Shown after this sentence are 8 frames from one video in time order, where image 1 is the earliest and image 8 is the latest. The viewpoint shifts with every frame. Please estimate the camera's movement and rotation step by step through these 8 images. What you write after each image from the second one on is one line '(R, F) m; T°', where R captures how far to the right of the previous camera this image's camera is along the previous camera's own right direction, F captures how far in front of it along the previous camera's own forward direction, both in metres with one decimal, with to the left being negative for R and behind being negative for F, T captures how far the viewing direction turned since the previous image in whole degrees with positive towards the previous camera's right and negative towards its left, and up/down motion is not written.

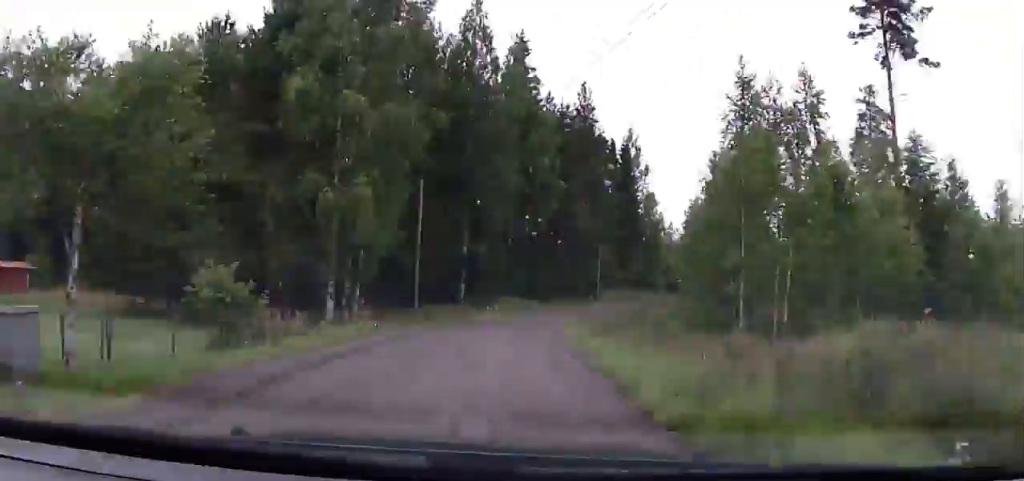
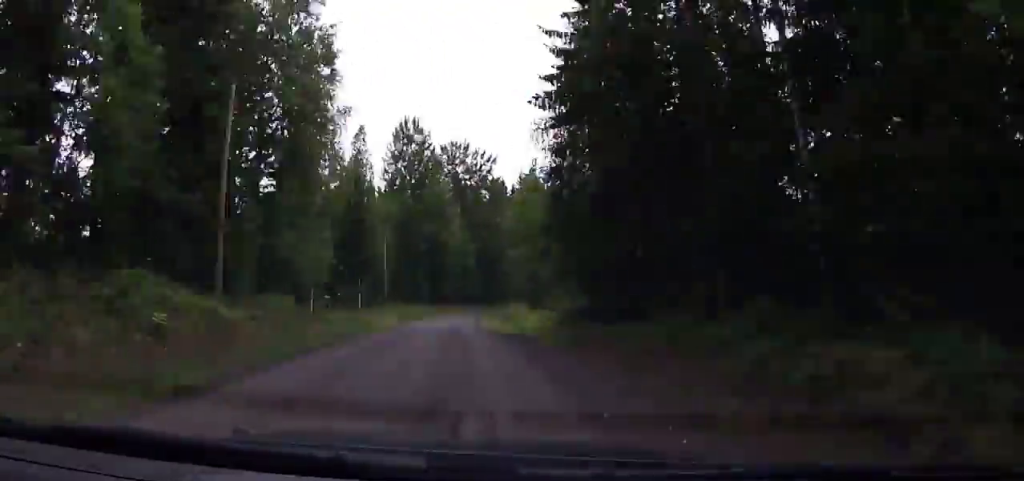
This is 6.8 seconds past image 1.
(+3.1, +96.5) m; +11°
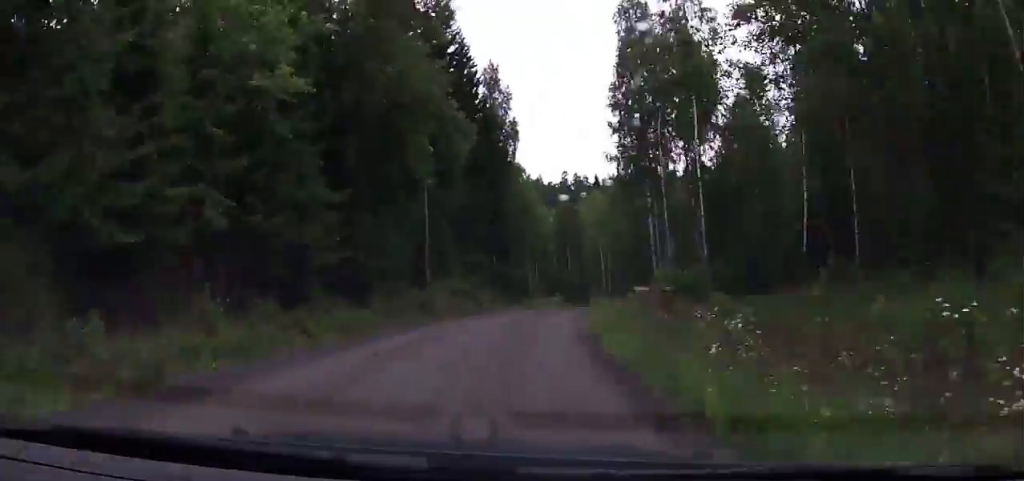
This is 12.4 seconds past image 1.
(+13.0, +78.6) m; -5°
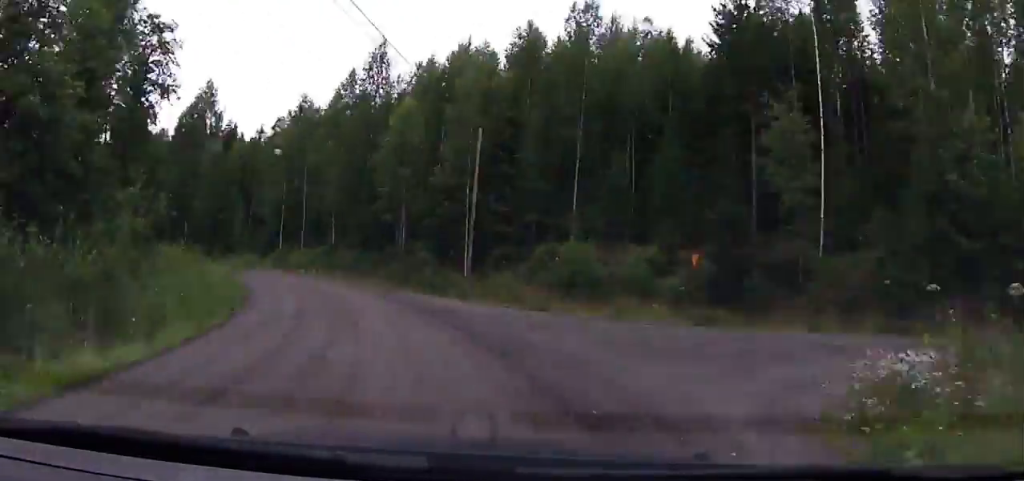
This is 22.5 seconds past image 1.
(-22.9, +130.8) m; -32°
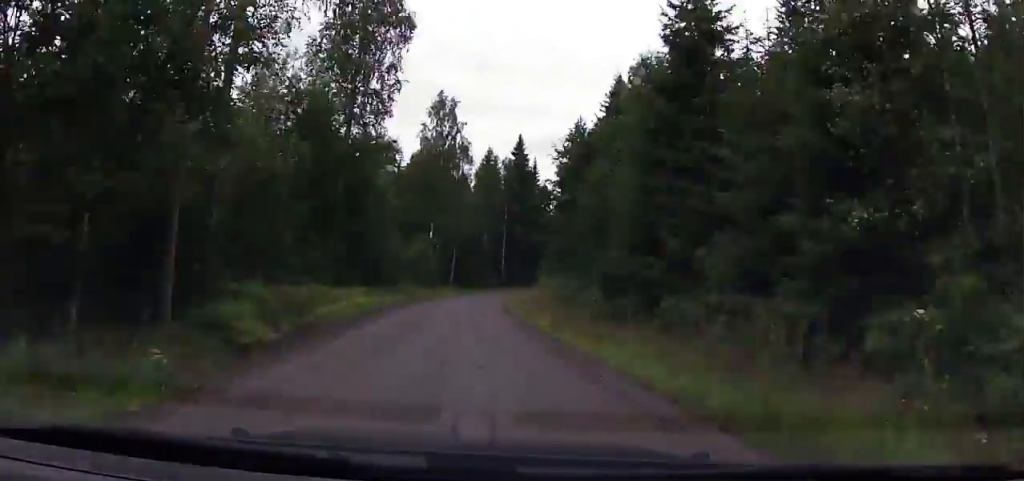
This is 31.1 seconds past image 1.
(-38.8, +115.4) m; -17°
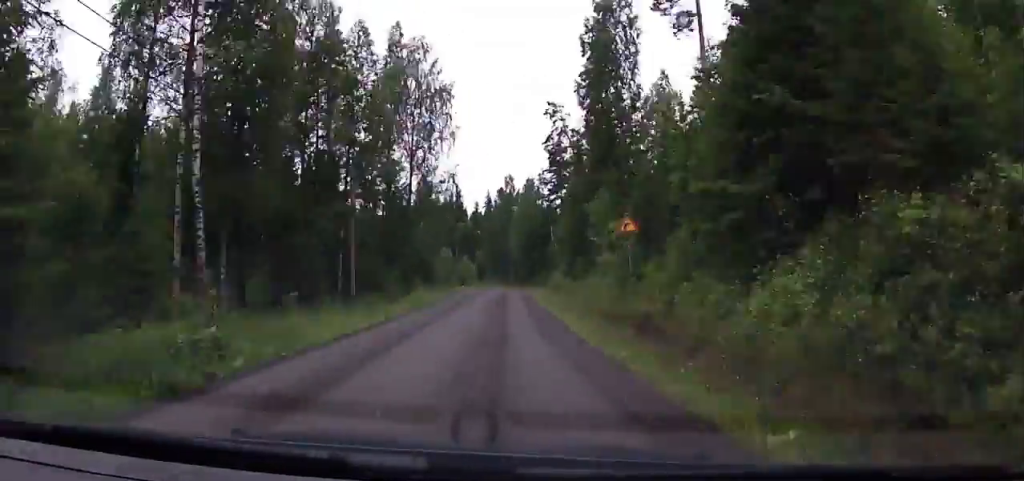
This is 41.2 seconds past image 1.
(+3.9, +146.8) m; +7°
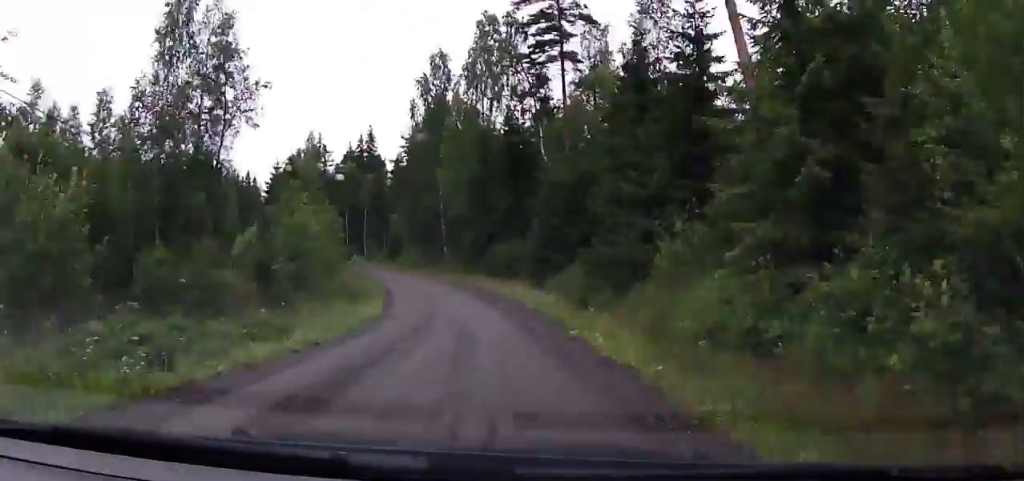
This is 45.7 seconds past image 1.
(+3.3, +62.8) m; +11°
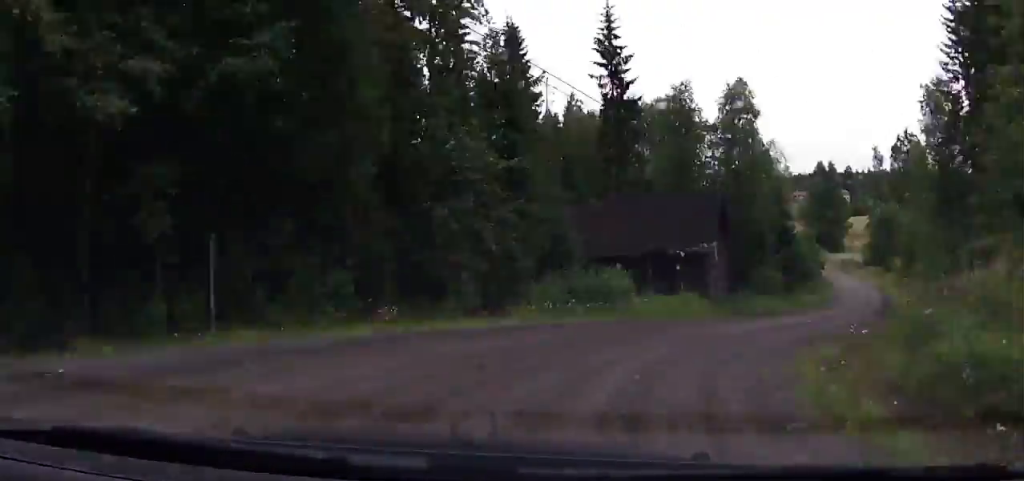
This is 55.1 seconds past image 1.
(+16.2, +104.0) m; +32°
